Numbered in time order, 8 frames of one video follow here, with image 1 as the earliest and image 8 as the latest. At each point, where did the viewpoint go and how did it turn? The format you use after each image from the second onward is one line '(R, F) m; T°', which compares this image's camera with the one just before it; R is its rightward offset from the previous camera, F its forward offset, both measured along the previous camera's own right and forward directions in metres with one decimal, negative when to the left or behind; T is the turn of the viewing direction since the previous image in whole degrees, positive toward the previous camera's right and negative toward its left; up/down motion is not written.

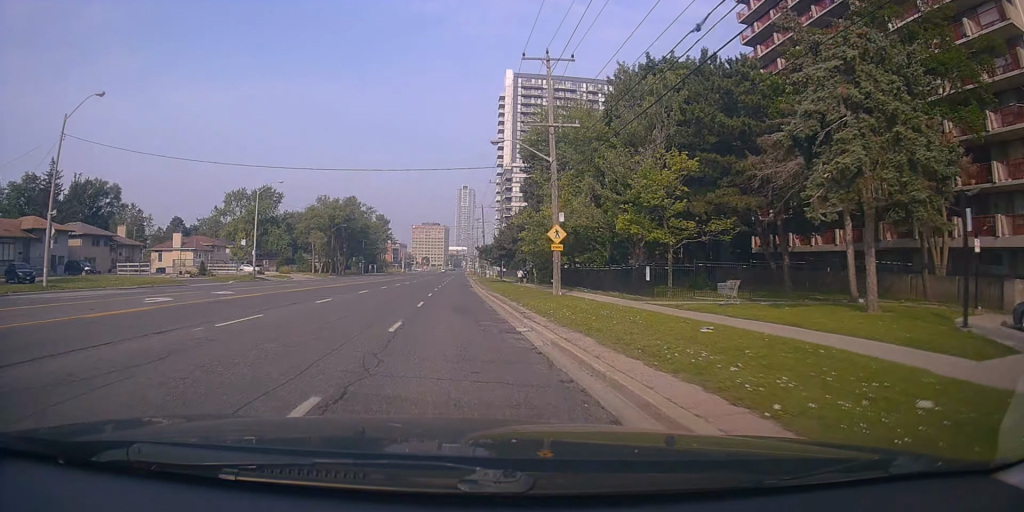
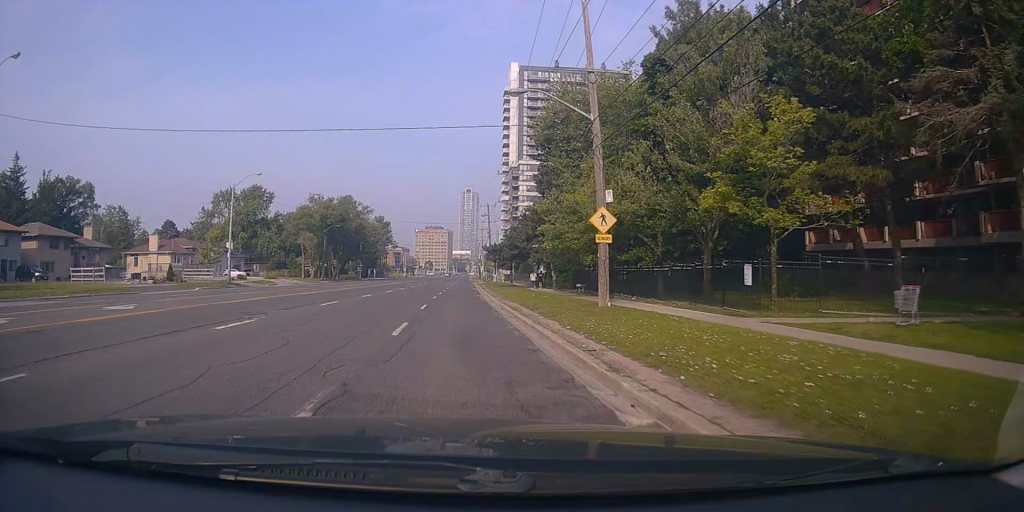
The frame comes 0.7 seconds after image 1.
(0.0, +8.8) m; 0°
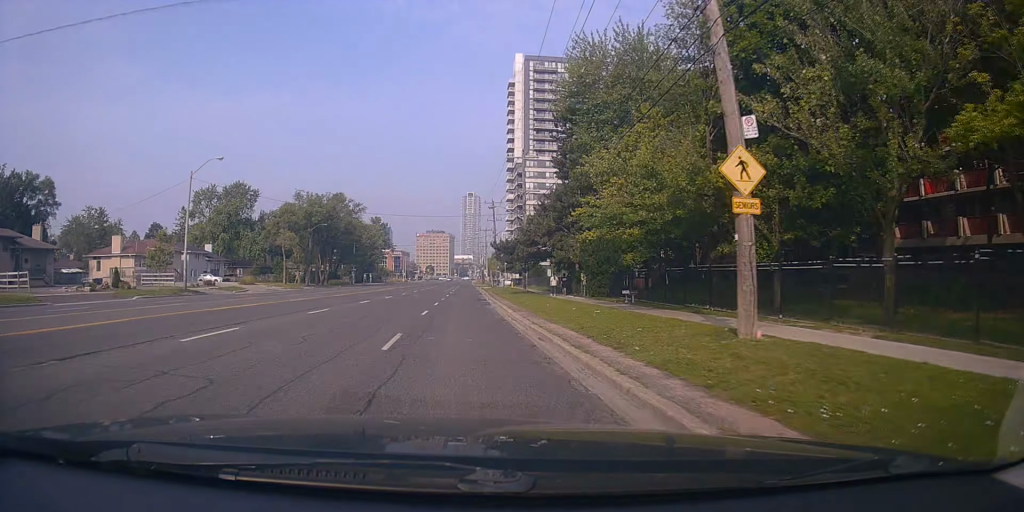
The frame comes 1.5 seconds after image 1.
(+0.1, +10.8) m; 0°
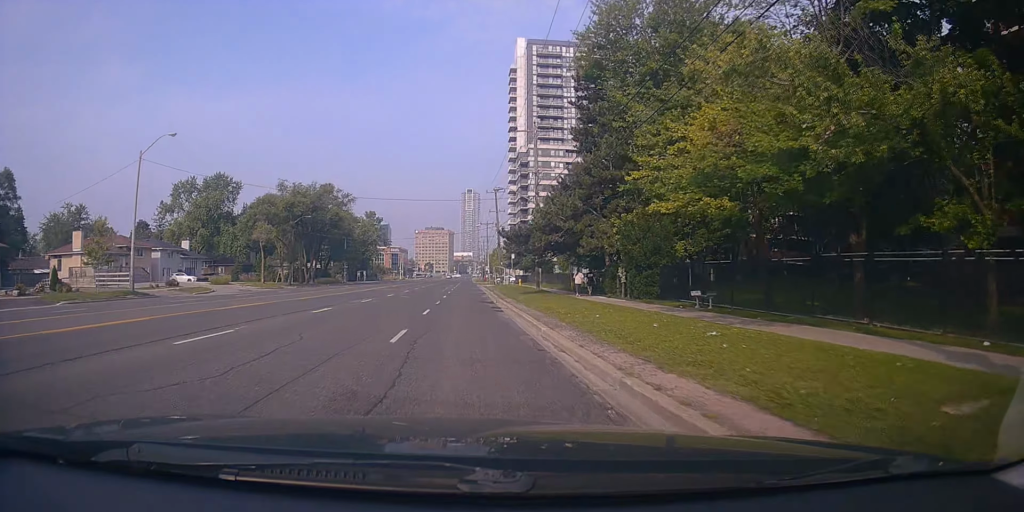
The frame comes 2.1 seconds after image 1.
(0.0, +9.0) m; 0°
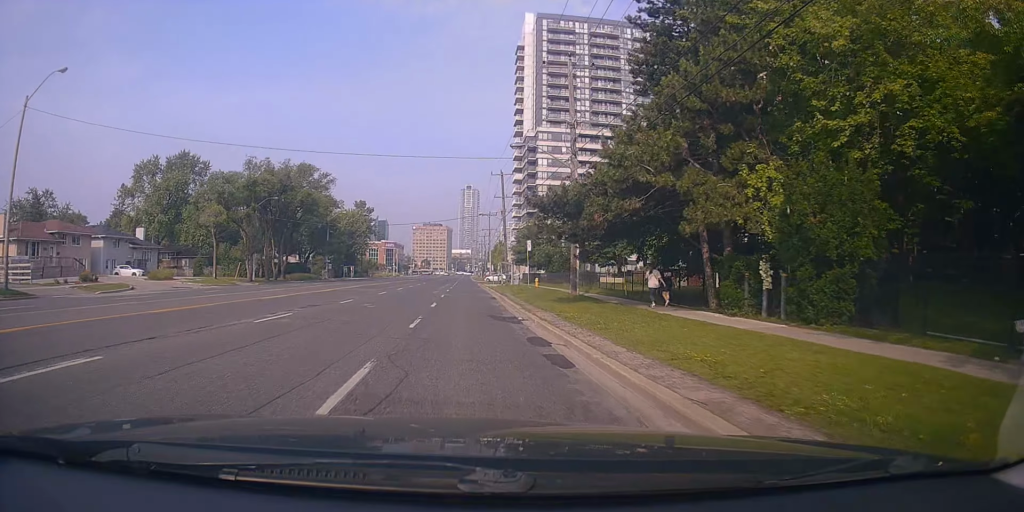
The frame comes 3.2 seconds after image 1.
(-0.1, +14.2) m; -1°
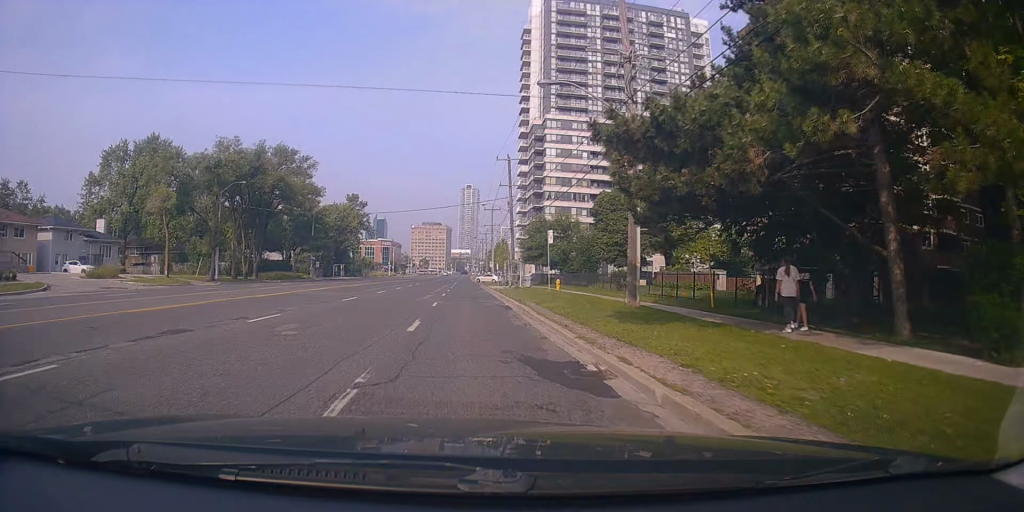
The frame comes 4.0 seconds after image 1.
(0.0, +10.0) m; 0°
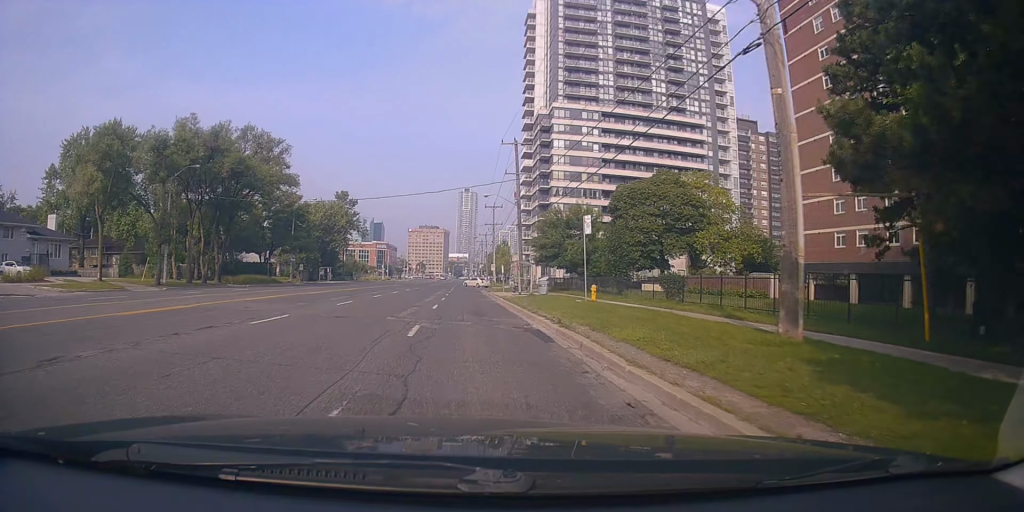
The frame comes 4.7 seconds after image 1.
(+0.1, +10.0) m; +1°
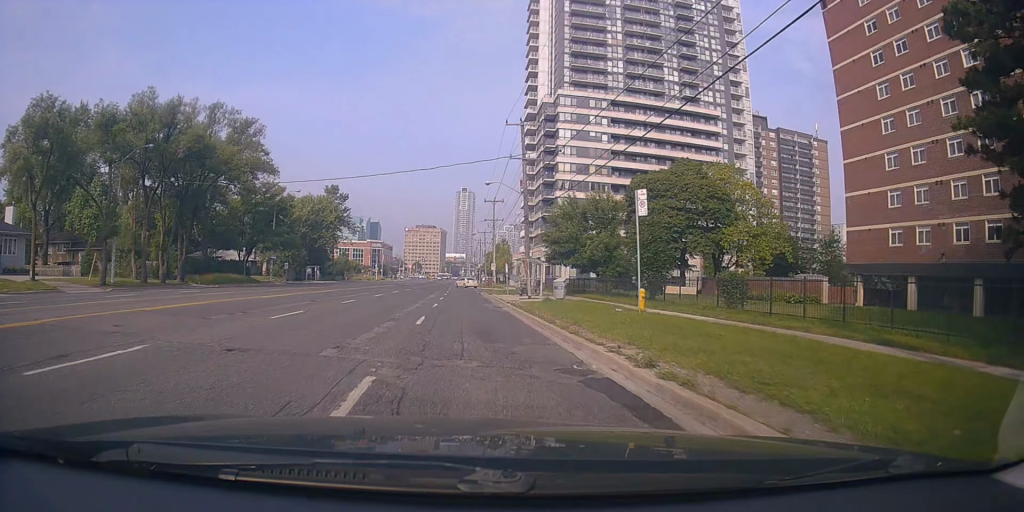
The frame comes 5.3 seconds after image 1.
(0.0, +7.3) m; +1°
